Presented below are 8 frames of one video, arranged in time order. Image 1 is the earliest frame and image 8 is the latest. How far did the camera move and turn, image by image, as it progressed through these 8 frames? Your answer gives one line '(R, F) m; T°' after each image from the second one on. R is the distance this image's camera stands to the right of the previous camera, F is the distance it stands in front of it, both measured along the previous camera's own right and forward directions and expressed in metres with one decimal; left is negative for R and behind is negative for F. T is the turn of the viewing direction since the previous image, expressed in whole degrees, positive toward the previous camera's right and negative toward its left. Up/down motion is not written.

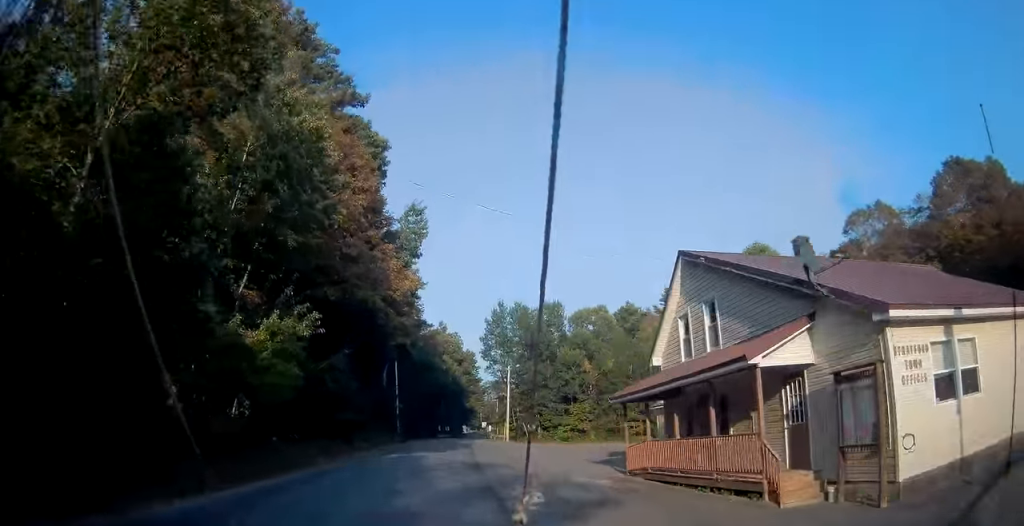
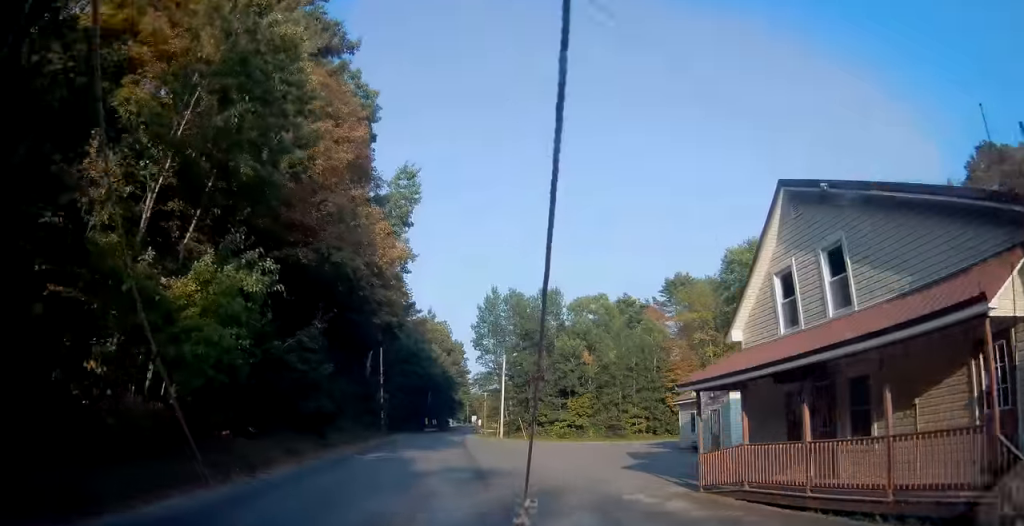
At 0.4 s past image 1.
(+0.1, +5.9) m; +2°
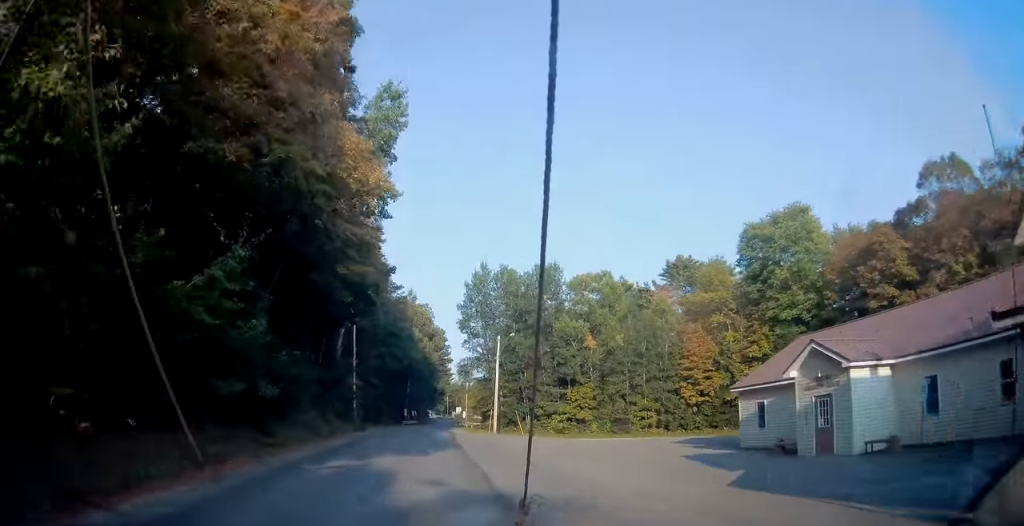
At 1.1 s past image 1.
(+0.2, +9.5) m; +2°
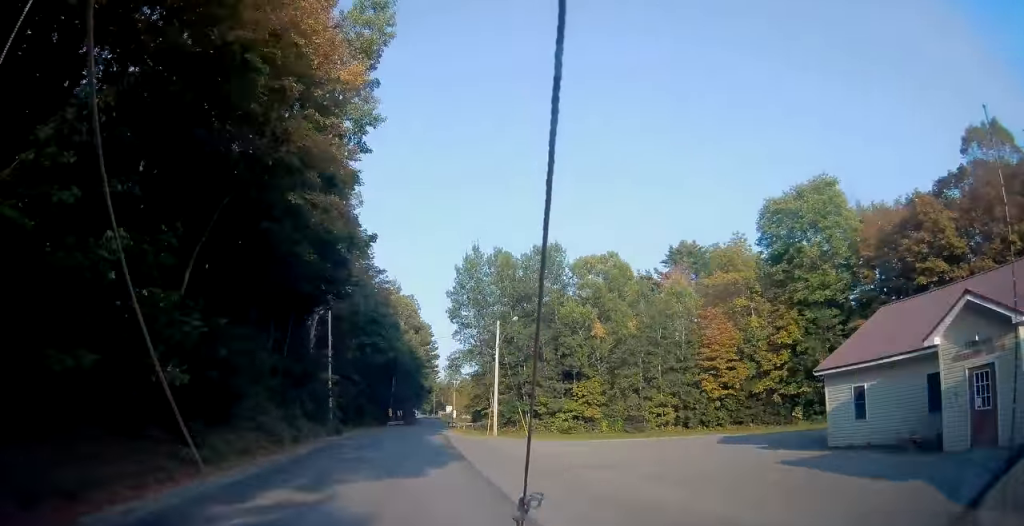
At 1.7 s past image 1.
(+0.2, +7.7) m; +2°
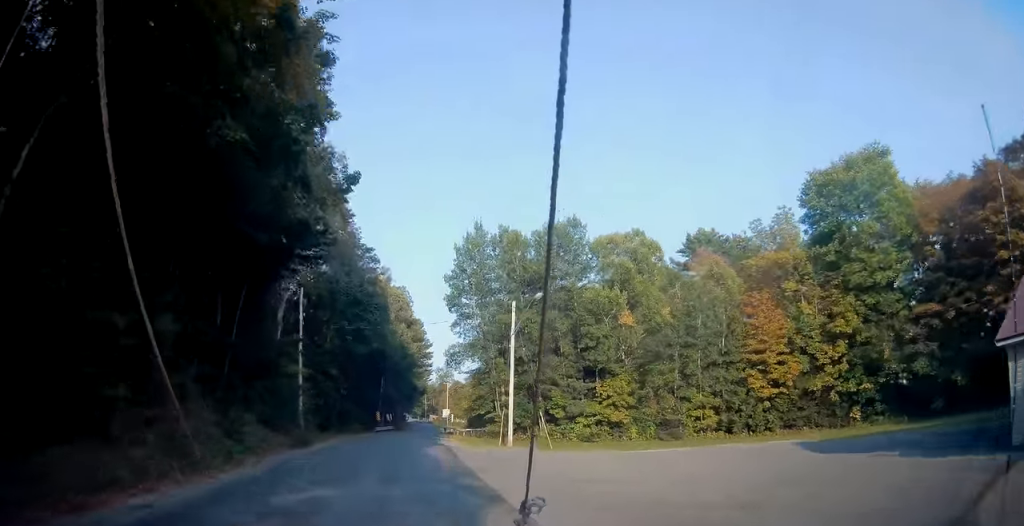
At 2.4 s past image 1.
(+0.1, +9.5) m; +2°
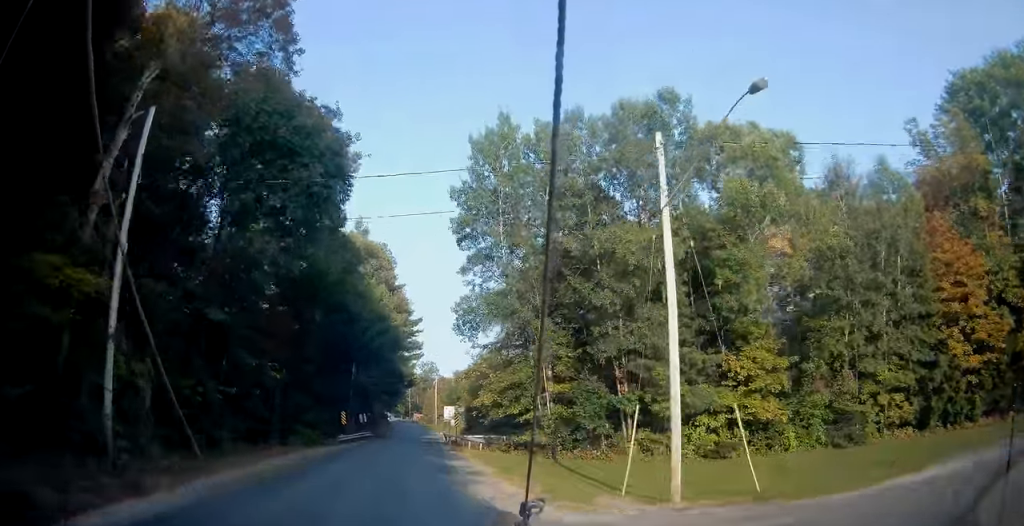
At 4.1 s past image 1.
(+0.1, +22.9) m; -2°
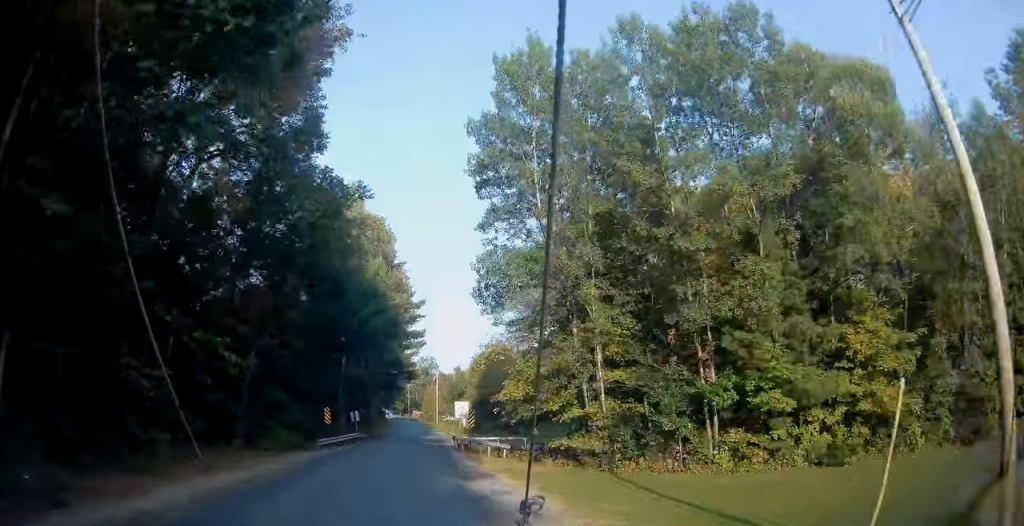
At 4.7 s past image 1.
(-0.1, +8.4) m; 0°
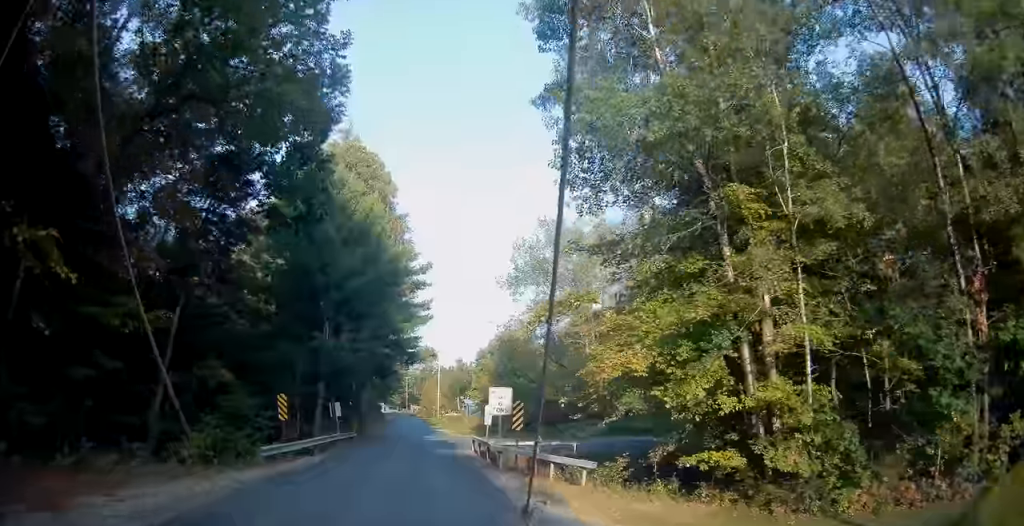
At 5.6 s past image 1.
(+0.1, +11.9) m; +2°
